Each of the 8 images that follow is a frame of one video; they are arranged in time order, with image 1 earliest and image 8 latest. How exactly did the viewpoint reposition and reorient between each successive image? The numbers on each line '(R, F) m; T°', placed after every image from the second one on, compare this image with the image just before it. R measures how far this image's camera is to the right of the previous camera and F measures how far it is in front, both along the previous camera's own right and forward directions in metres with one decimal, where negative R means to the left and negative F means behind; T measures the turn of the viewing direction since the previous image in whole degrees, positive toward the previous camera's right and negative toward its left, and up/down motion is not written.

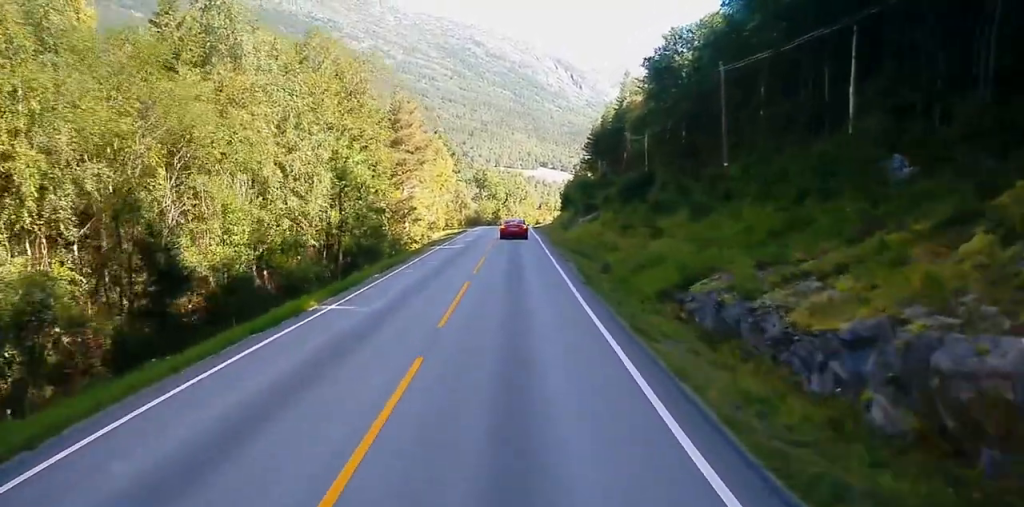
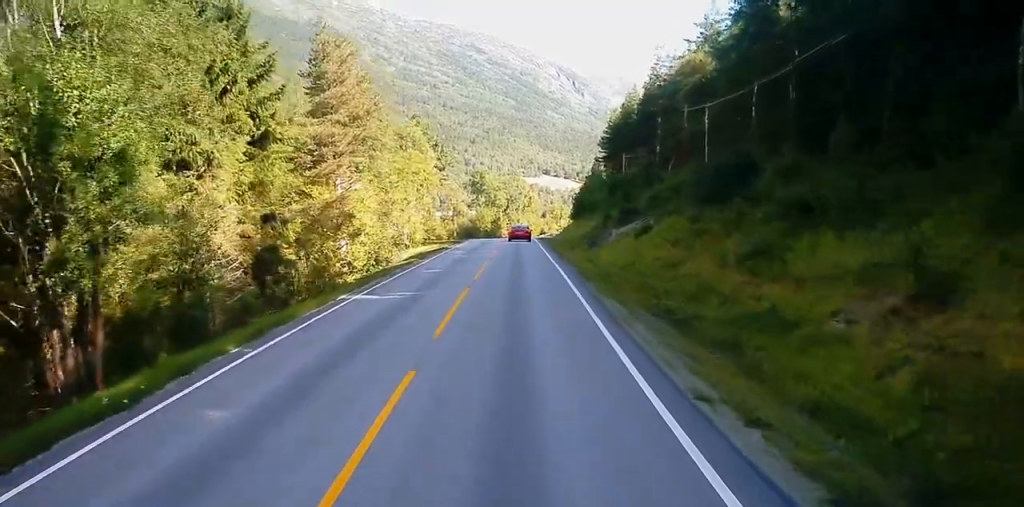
(+0.4, +24.8) m; +2°
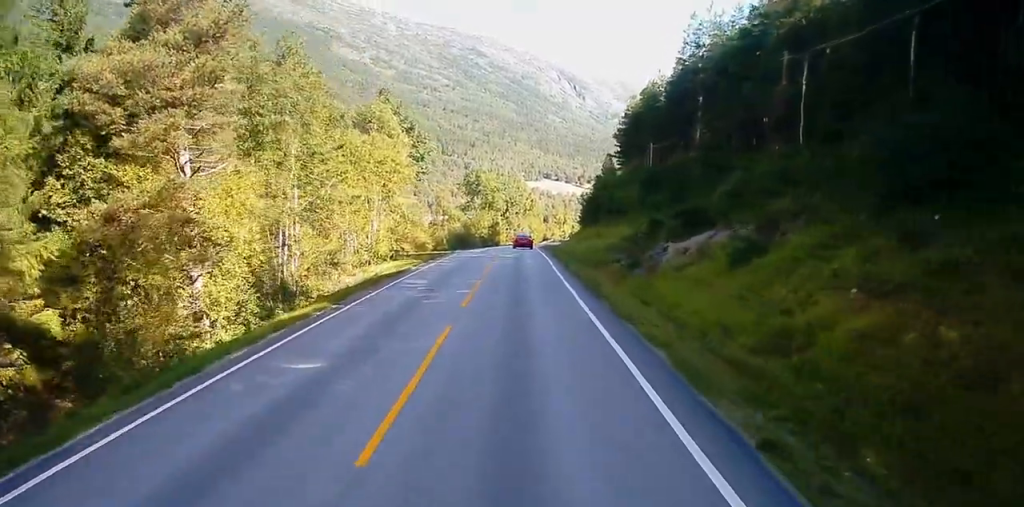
(-0.2, +18.9) m; -1°
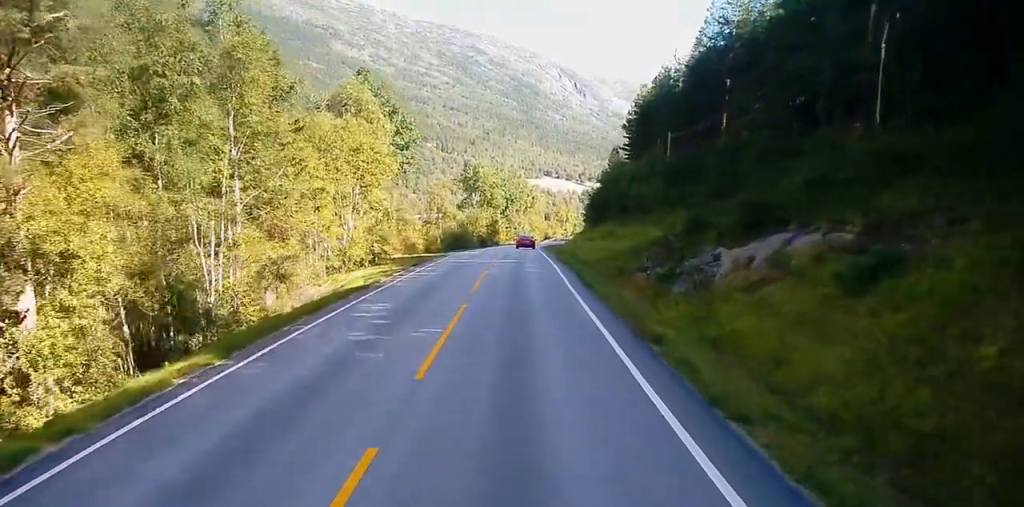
(-0.1, +8.3) m; 0°
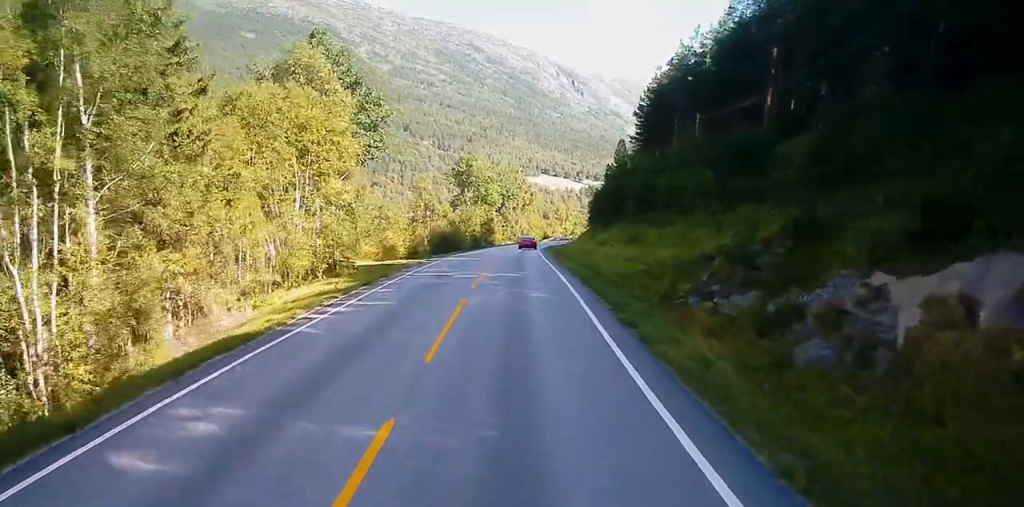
(+0.1, +11.1) m; +1°
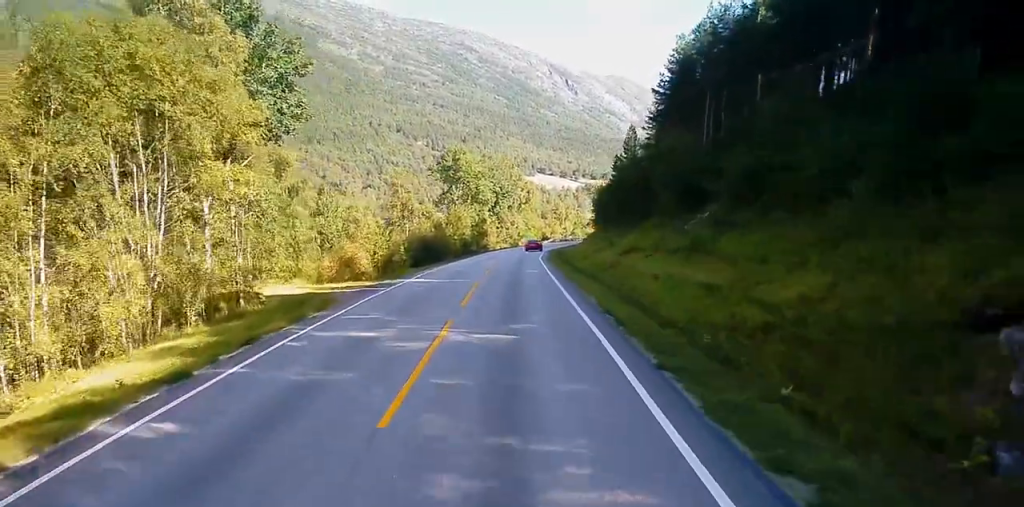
(+0.2, +15.2) m; 0°
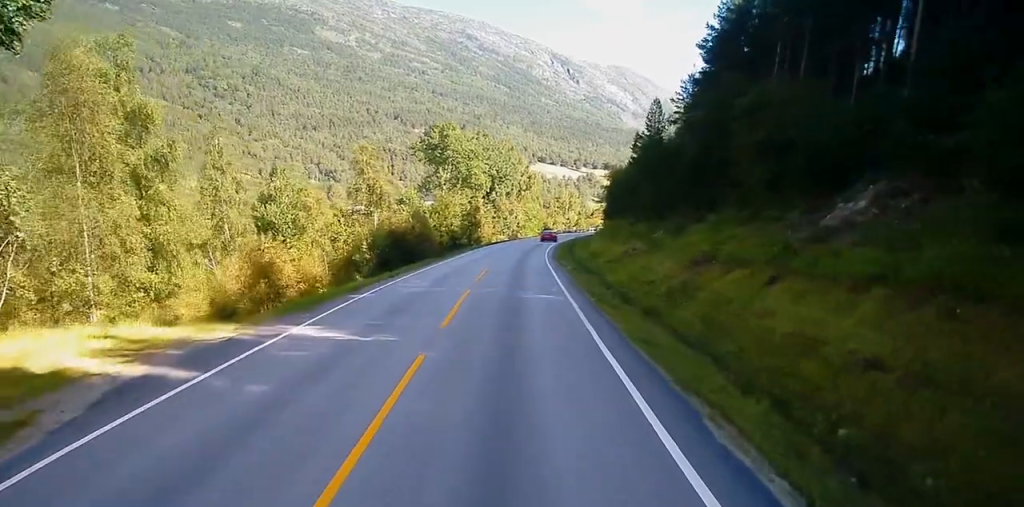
(-0.2, +17.0) m; -1°
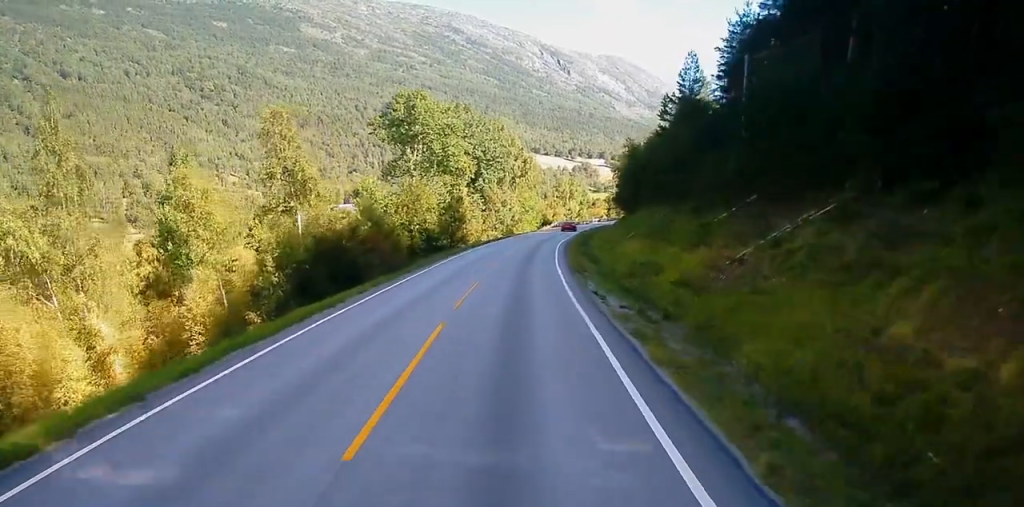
(+0.1, +20.3) m; +2°
